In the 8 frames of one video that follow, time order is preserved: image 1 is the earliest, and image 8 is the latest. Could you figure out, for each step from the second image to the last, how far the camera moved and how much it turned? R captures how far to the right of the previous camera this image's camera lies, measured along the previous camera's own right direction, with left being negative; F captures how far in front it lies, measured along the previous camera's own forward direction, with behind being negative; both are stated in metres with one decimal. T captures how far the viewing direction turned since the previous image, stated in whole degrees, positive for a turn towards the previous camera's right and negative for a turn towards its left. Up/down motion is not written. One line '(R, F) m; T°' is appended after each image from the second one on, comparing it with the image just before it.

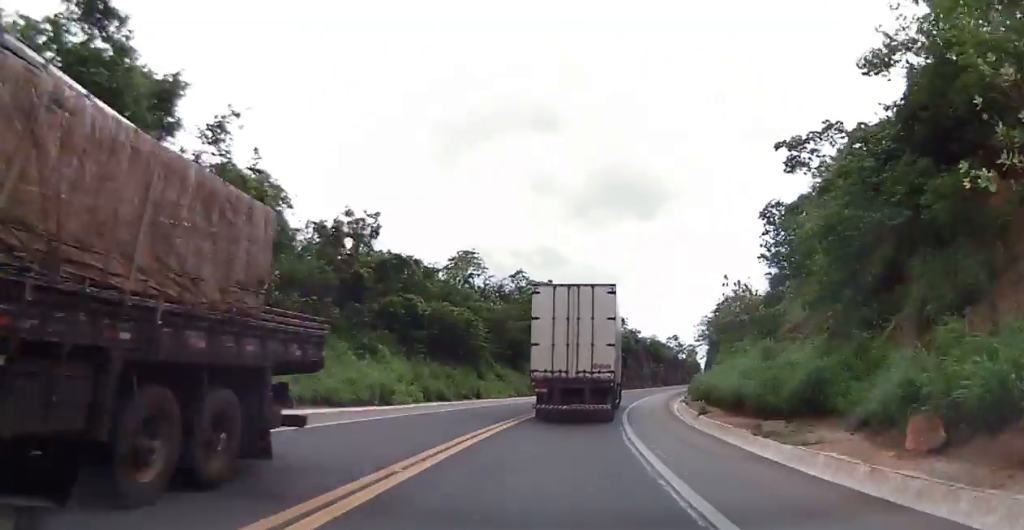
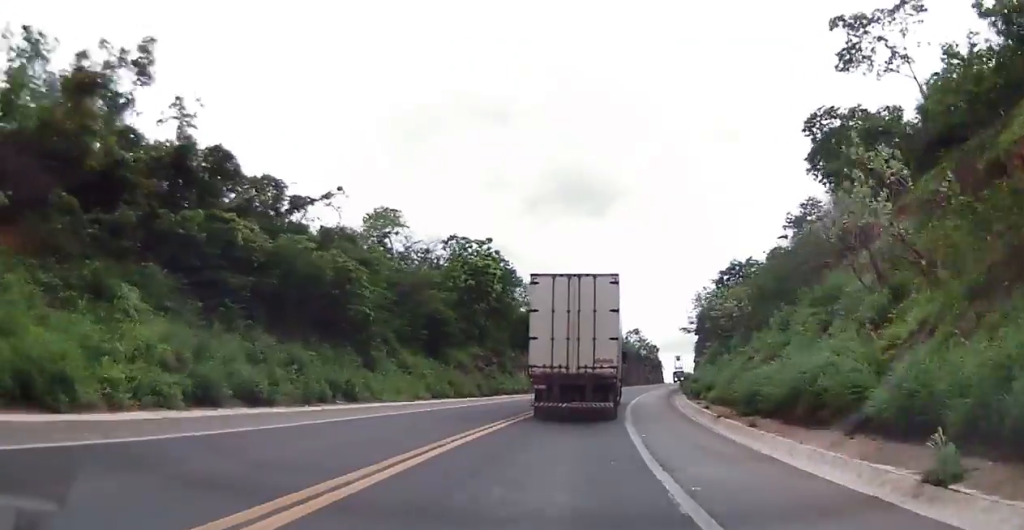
(+1.3, +20.6) m; +6°
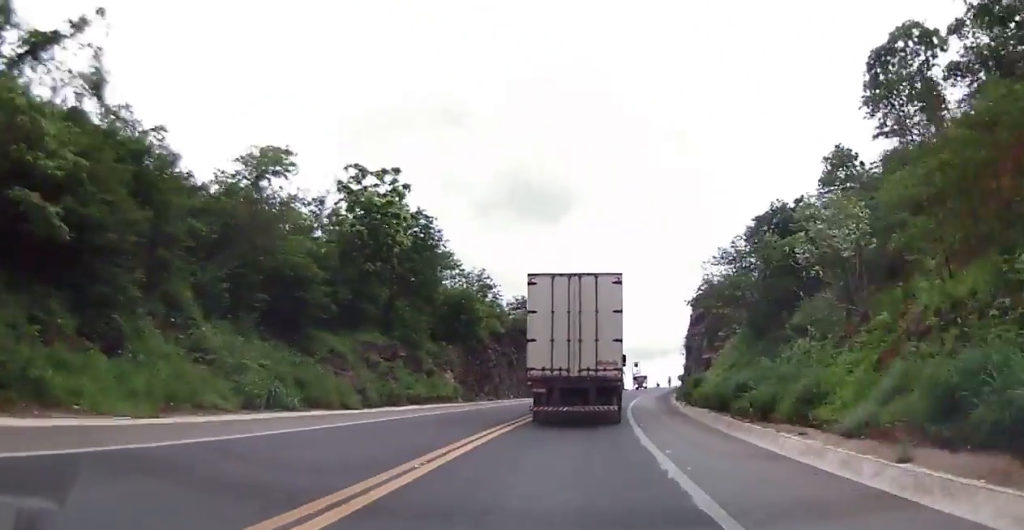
(+0.4, +19.4) m; +3°
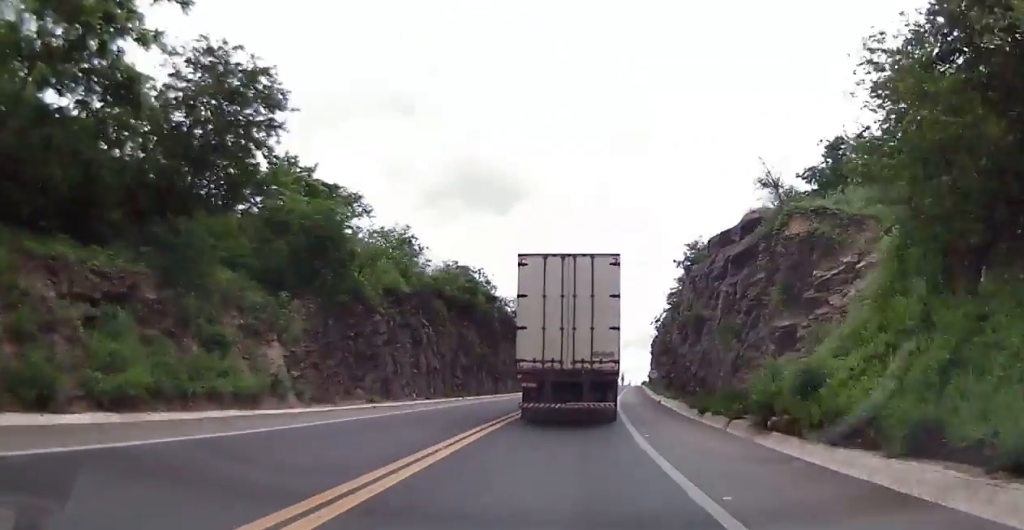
(+0.8, +20.7) m; +5°
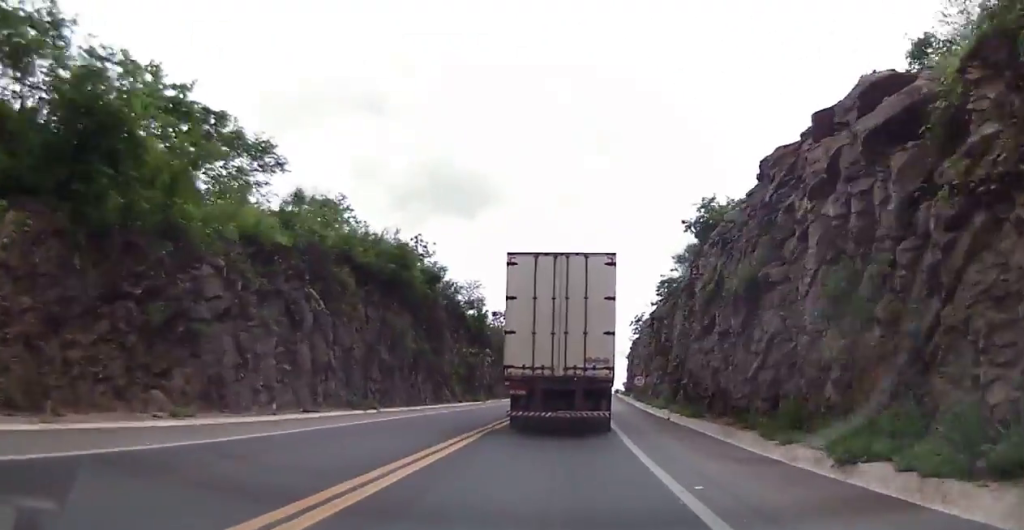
(+0.5, +15.0) m; +4°
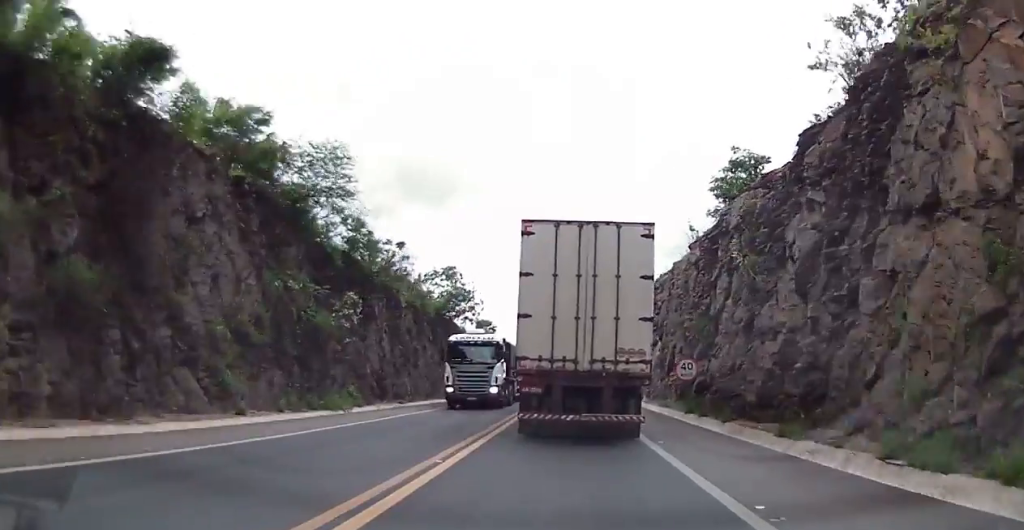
(+2.1, +33.8) m; +5°
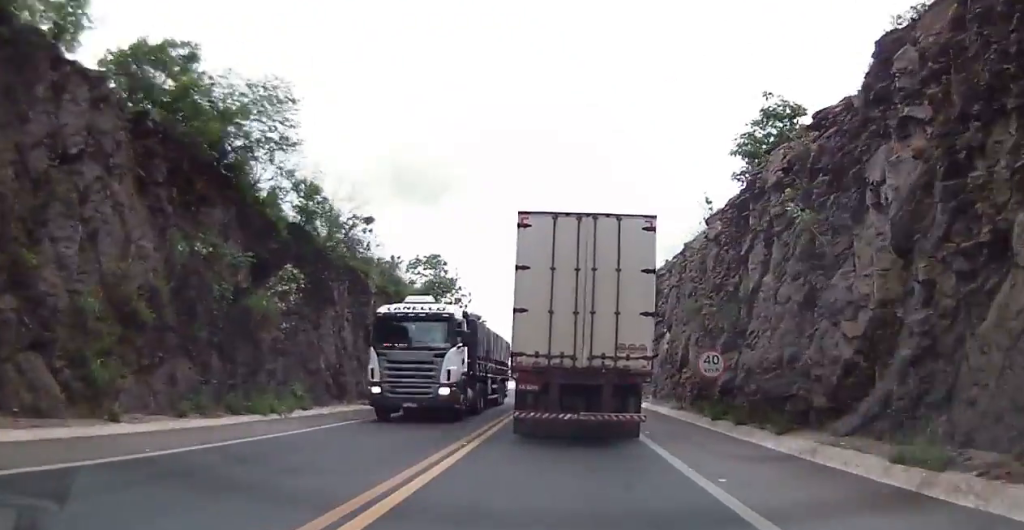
(0.0, +6.0) m; 0°
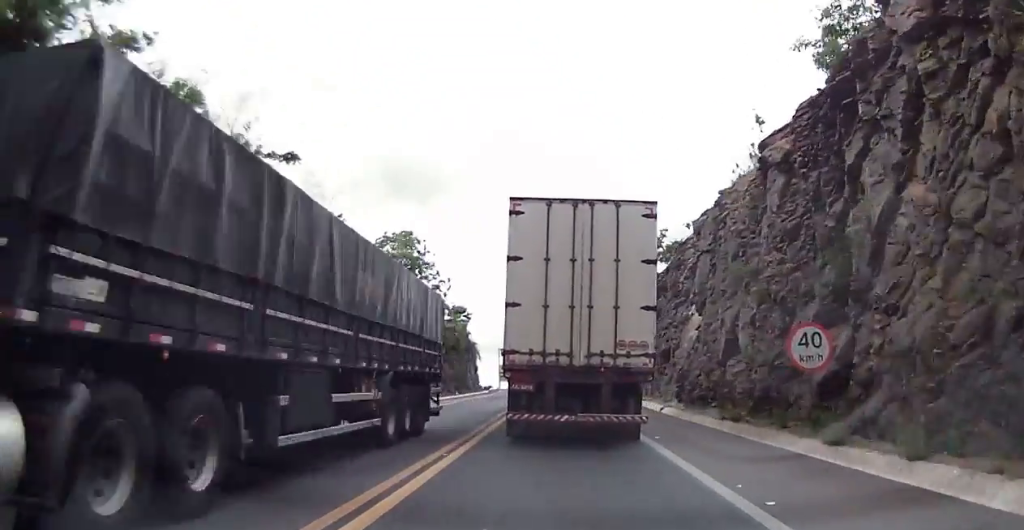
(0.0, +10.4) m; +1°
